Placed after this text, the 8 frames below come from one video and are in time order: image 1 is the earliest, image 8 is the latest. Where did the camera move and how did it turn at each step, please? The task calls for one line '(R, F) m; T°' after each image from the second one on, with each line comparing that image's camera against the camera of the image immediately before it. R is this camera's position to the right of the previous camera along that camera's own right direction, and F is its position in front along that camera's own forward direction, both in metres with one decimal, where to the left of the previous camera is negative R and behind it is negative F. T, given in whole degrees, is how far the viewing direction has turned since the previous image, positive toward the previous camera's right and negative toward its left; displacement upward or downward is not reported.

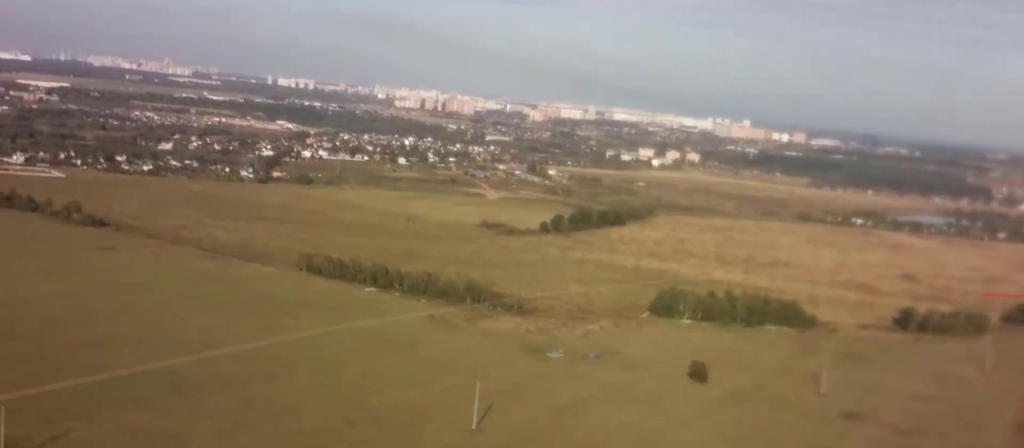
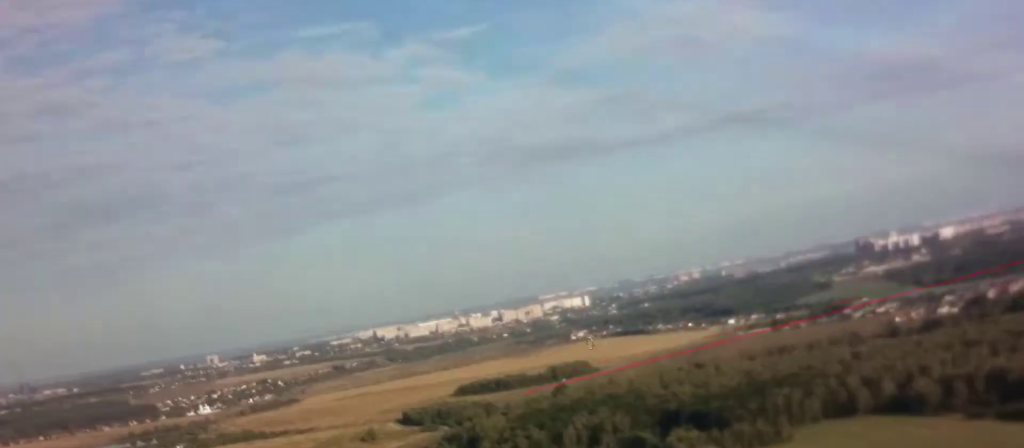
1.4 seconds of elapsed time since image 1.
(+2.5, +20.4) m; +18°
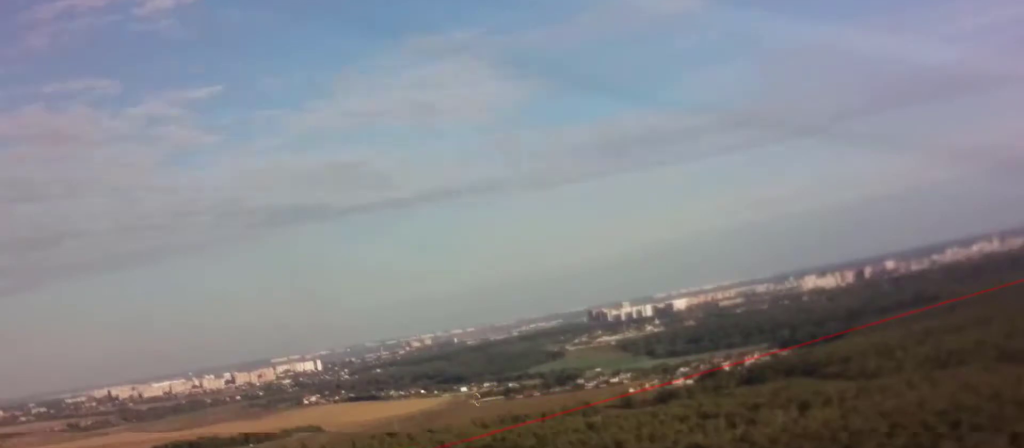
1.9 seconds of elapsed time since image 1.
(+0.3, +6.9) m; +9°
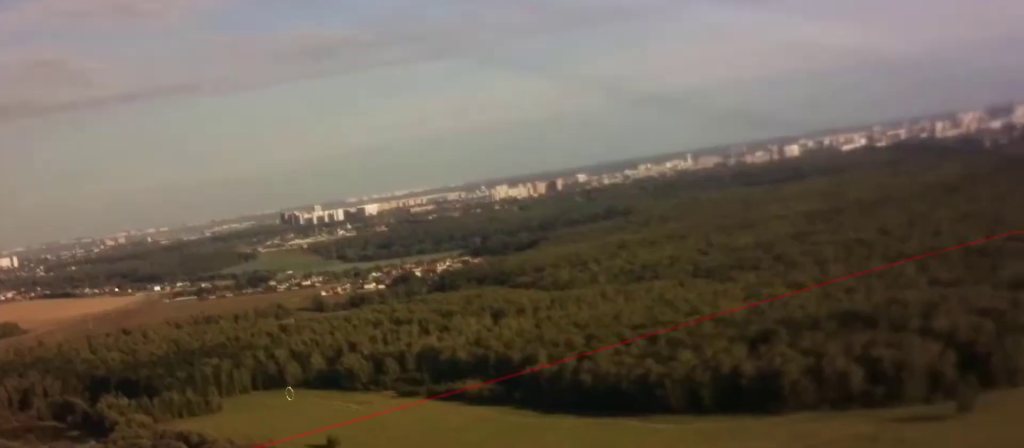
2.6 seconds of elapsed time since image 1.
(+1.2, +8.8) m; +13°
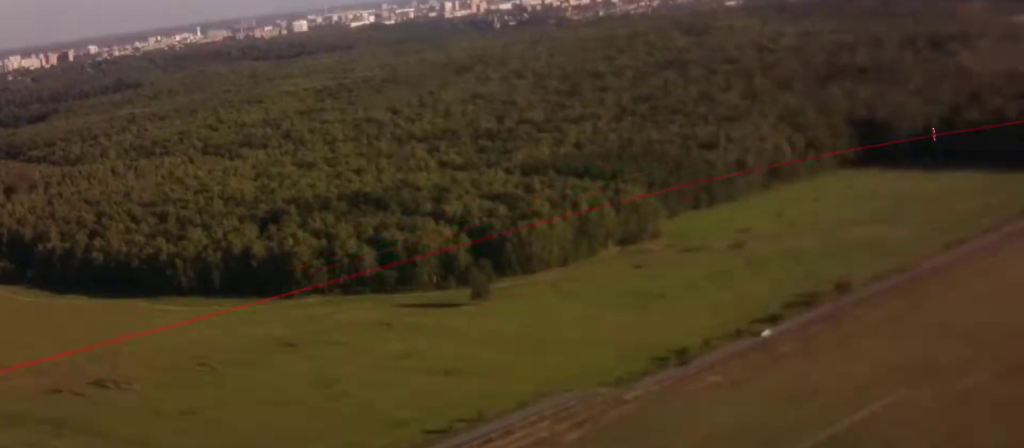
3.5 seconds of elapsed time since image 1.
(+1.5, +10.6) m; +16°
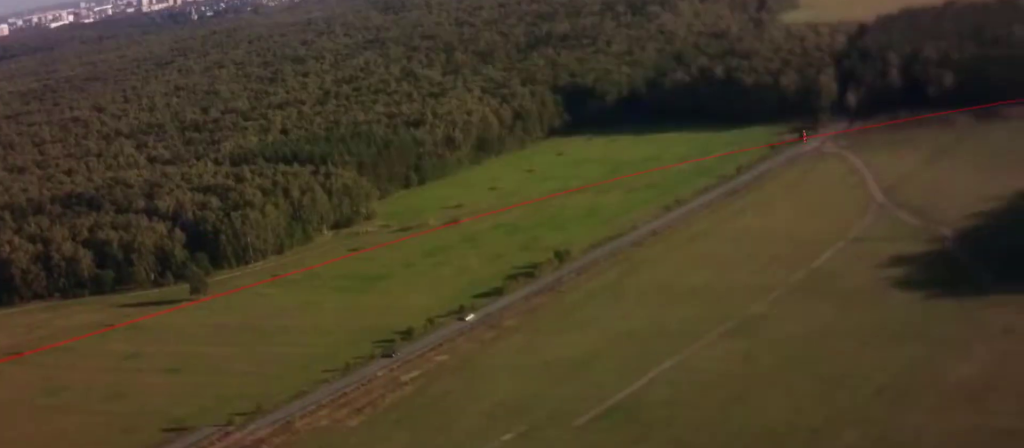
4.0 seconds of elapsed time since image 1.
(+0.3, +6.4) m; +10°
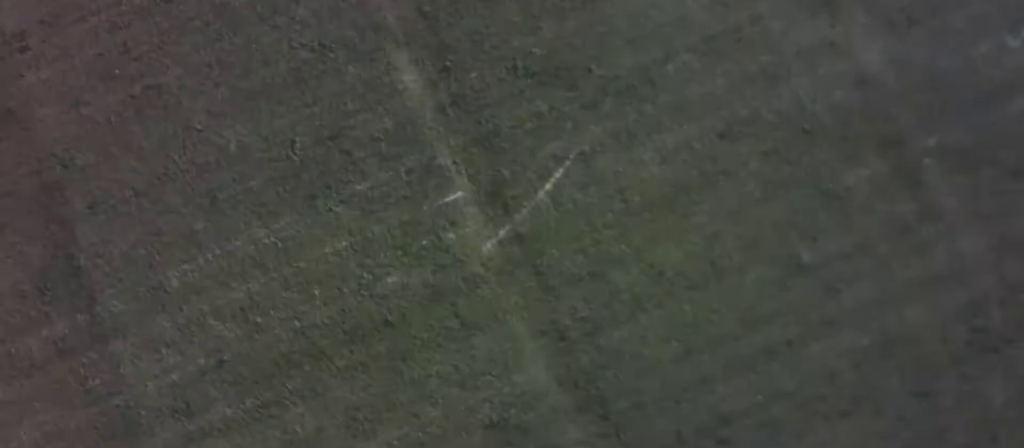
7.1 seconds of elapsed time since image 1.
(+17.4, +30.9) m; +80°
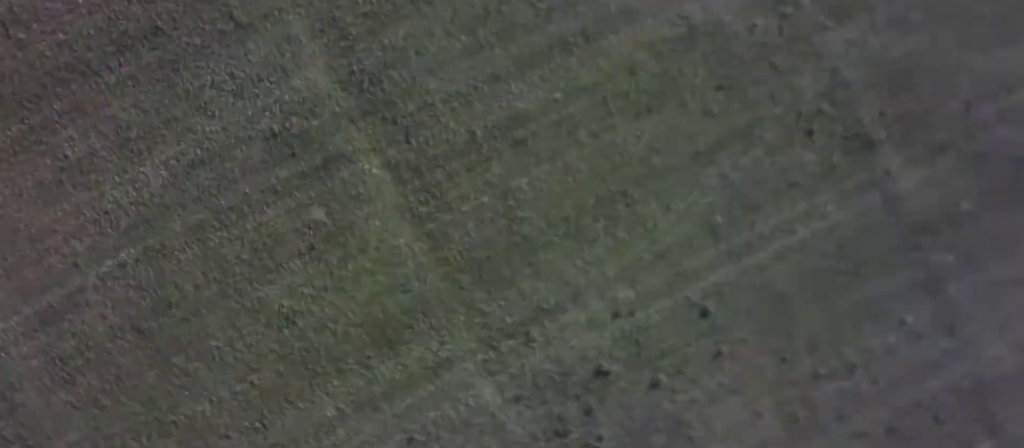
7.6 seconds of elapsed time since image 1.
(+1.2, +2.3) m; +49°
